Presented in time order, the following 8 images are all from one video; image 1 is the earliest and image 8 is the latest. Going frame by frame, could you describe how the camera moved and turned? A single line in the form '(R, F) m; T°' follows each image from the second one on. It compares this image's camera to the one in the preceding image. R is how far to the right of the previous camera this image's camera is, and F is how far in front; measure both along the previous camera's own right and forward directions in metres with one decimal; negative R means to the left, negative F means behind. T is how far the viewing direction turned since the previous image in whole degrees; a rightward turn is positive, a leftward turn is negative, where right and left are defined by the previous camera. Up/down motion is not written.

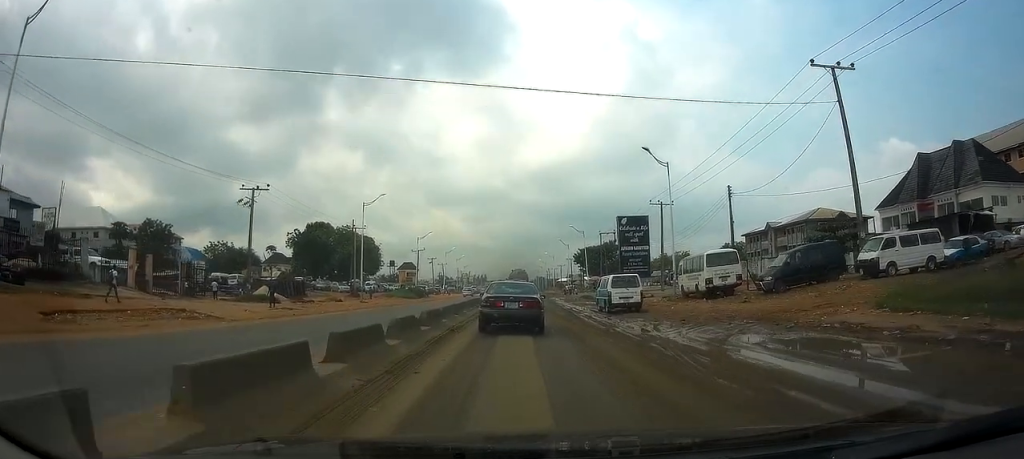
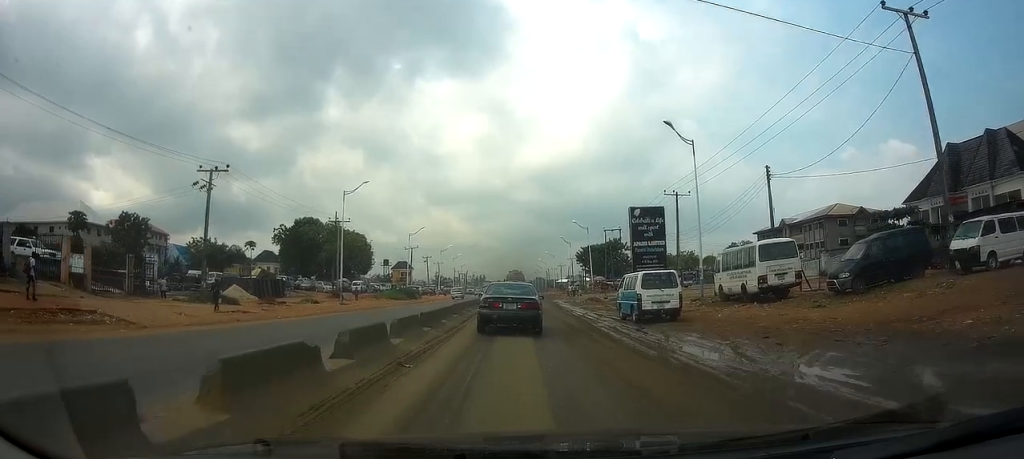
(+0.1, +6.8) m; 0°
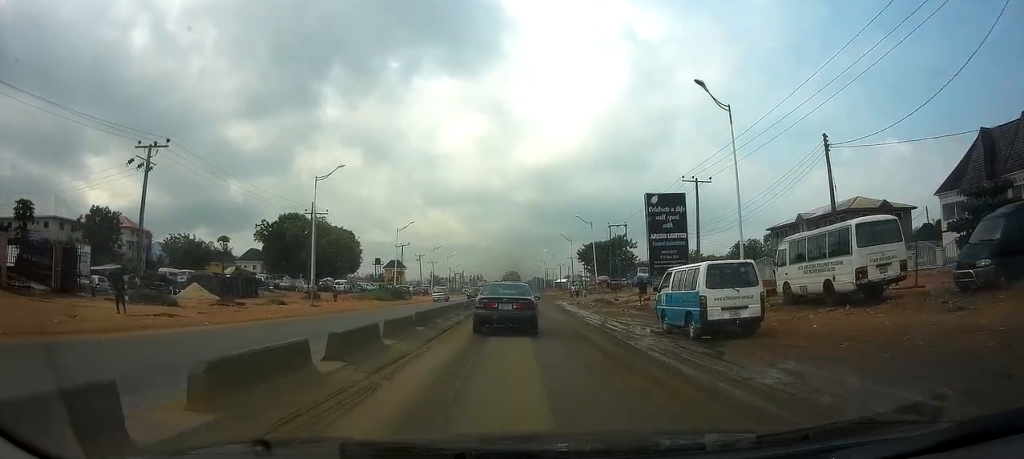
(-0.1, +7.4) m; 0°
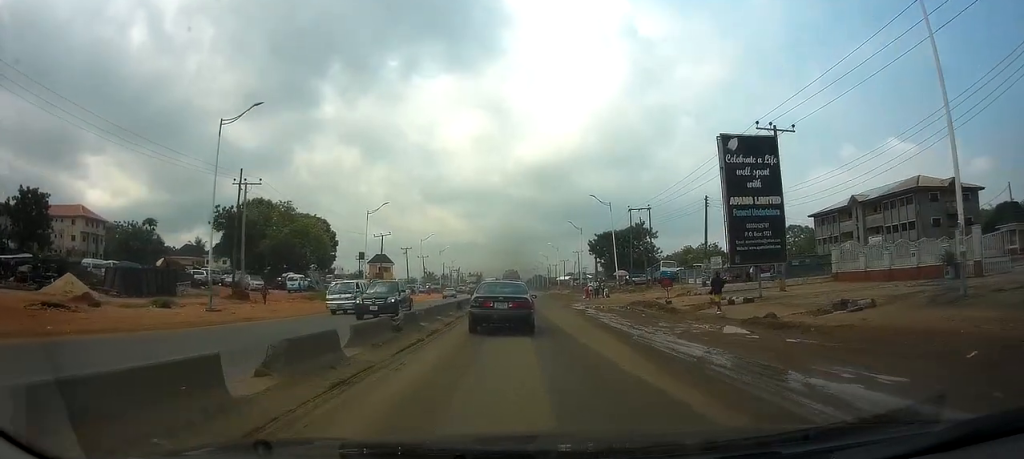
(+0.1, +16.9) m; 0°
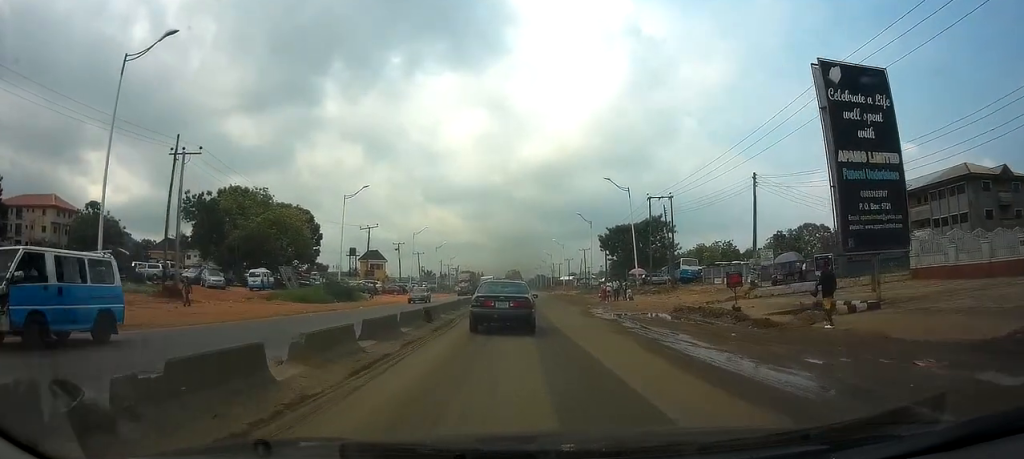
(-0.1, +9.9) m; -1°
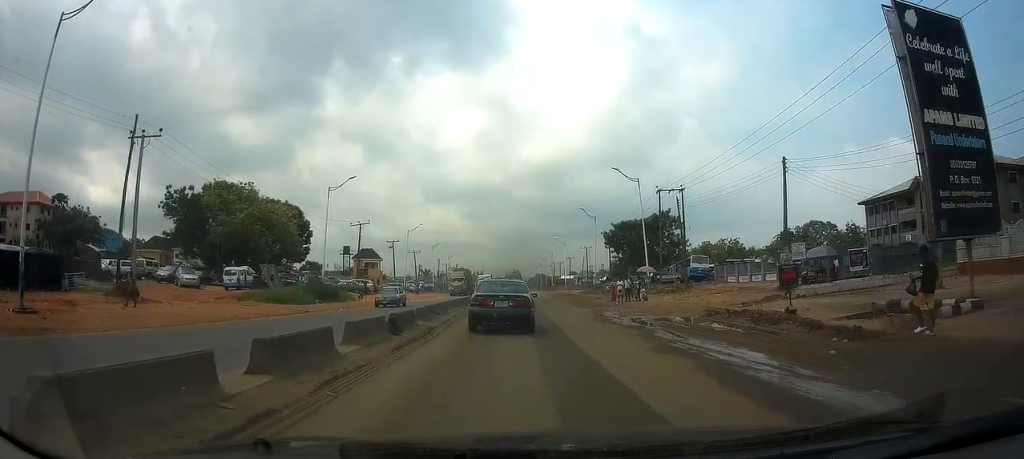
(0.0, +4.4) m; 0°
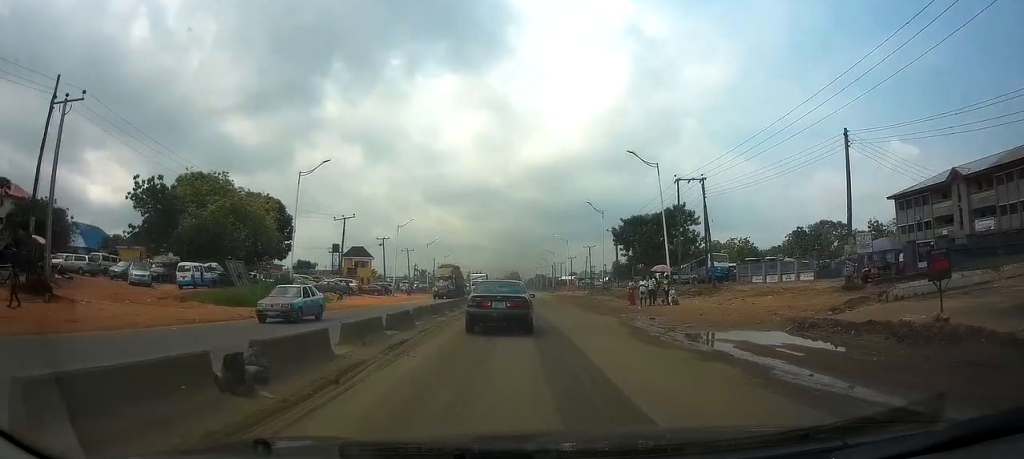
(0.0, +7.5) m; 0°
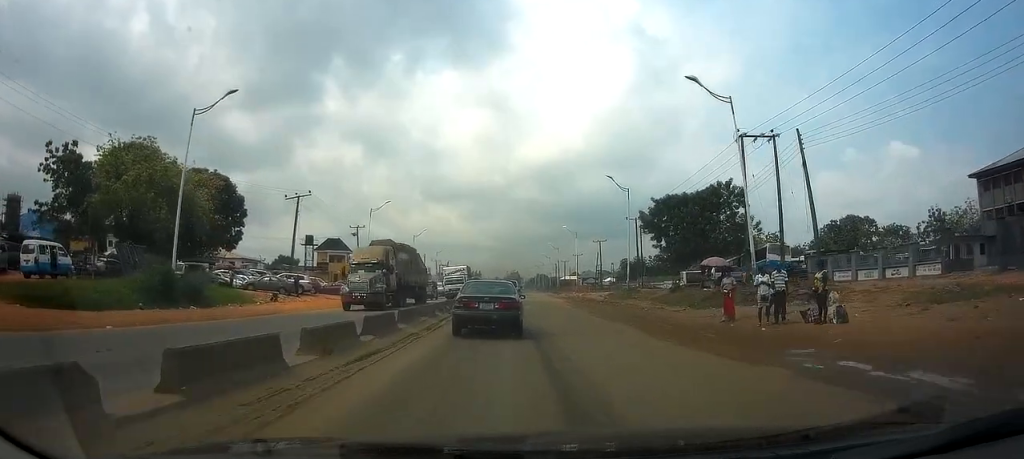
(0.0, +15.9) m; 0°
